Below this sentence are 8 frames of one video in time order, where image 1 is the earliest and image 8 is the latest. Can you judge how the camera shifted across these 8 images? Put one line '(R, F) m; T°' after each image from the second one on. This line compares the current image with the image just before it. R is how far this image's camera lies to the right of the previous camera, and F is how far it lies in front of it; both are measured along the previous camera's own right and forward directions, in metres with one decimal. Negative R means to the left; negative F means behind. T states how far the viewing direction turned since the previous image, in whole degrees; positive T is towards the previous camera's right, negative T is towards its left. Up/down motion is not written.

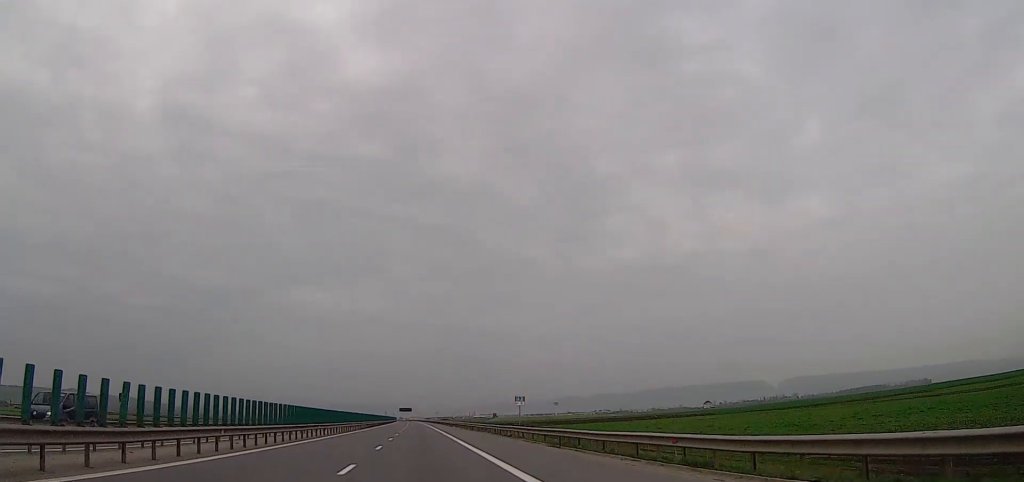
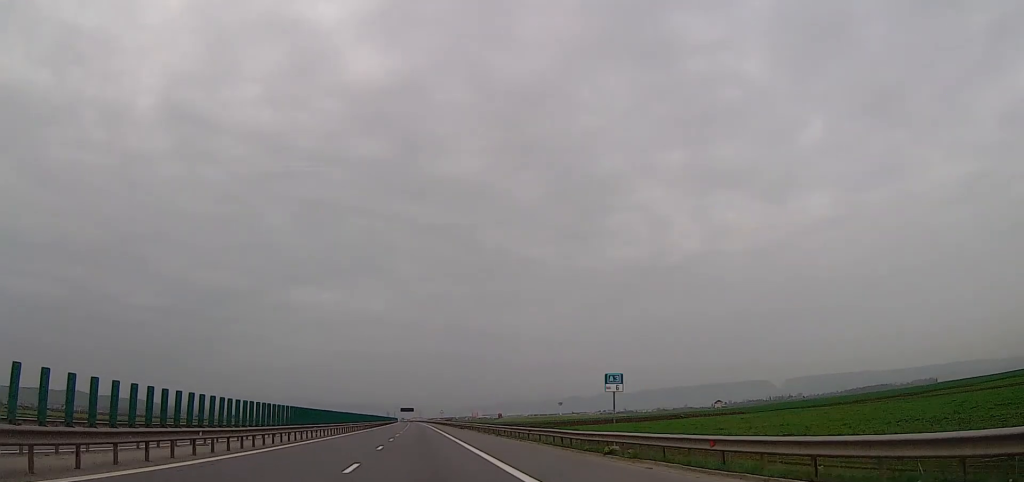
(0.0, +23.8) m; 0°
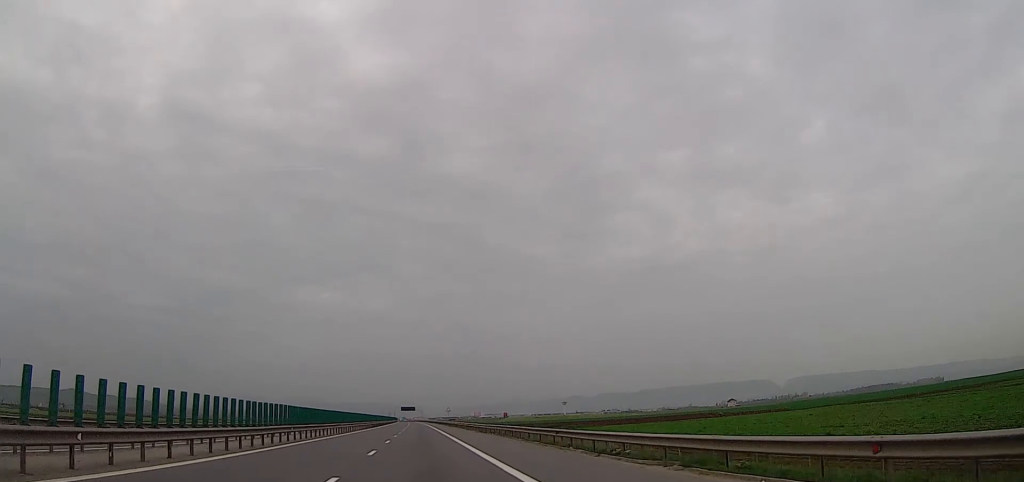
(0.0, +29.7) m; 0°
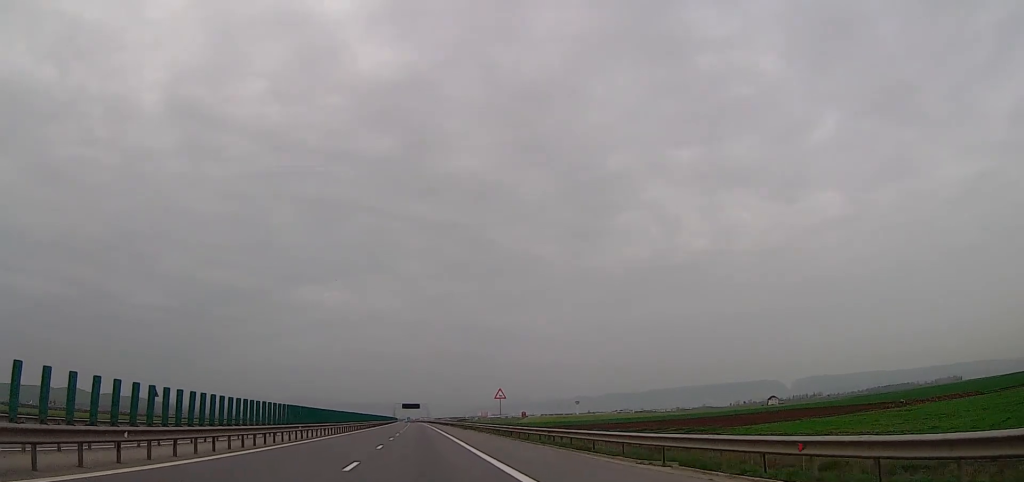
(0.0, +84.4) m; 0°
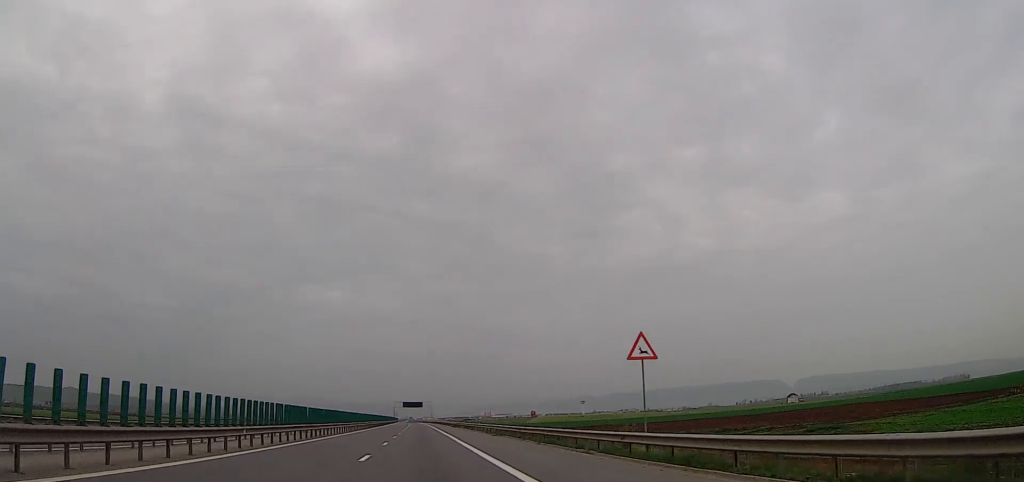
(-0.2, +32.3) m; -1°
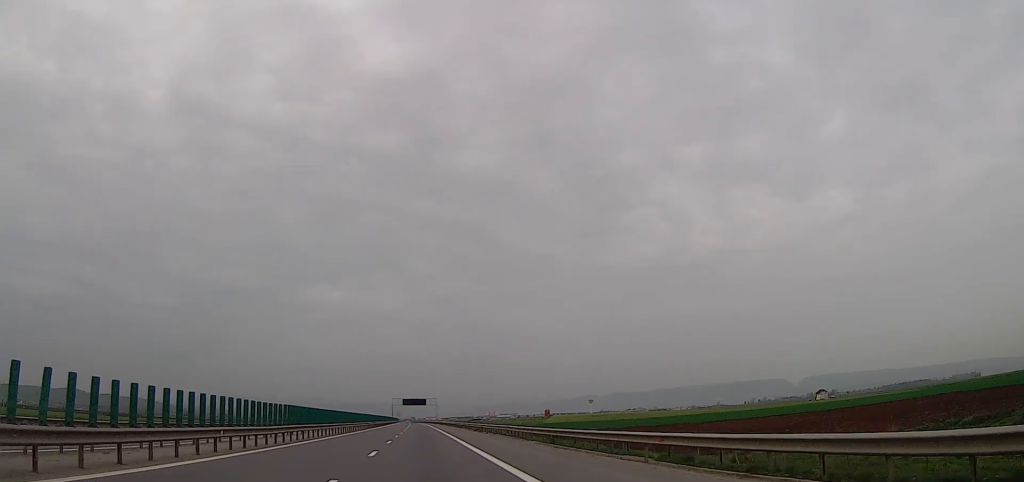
(-0.5, +48.1) m; 0°
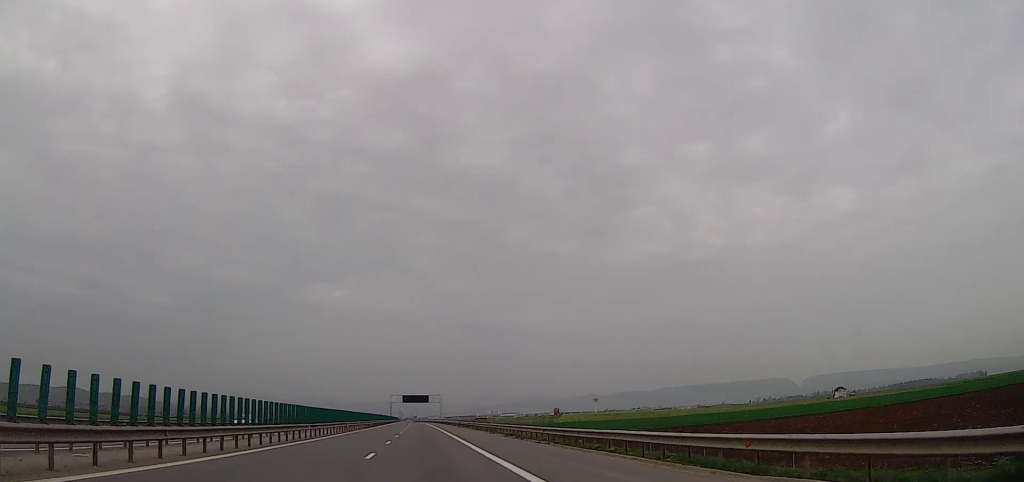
(+0.2, +25.8) m; 0°
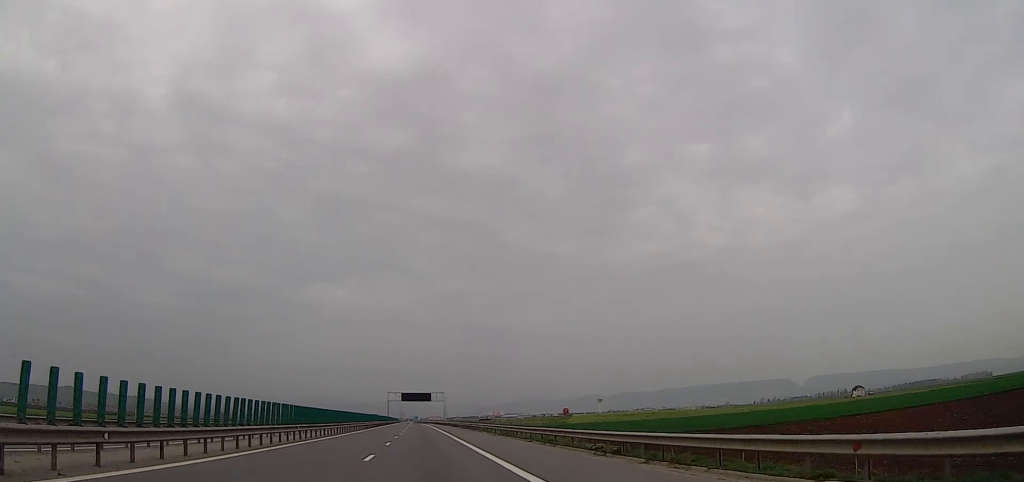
(+0.1, +23.8) m; 0°
